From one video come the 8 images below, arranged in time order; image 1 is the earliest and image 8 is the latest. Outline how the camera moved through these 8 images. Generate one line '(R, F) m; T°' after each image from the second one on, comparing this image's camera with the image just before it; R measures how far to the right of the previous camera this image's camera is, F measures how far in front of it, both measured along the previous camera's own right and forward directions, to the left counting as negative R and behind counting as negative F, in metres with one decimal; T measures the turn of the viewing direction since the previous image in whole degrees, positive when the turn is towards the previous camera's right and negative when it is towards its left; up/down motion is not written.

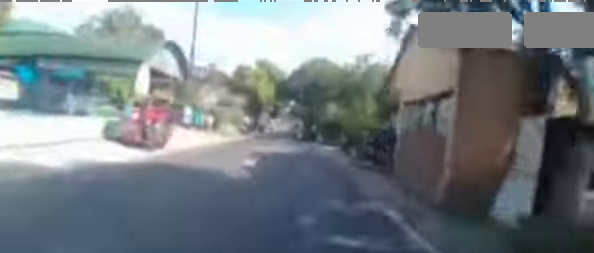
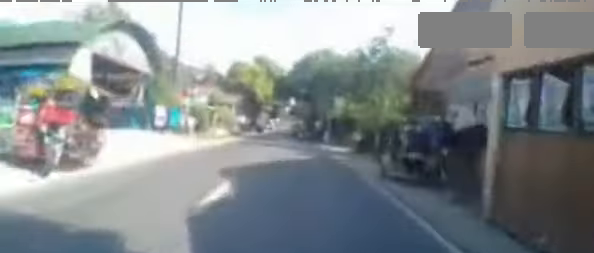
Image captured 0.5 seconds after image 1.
(+0.1, +4.3) m; +1°
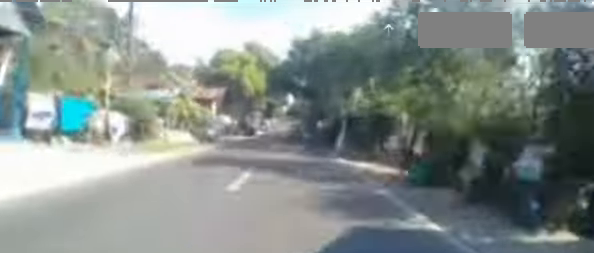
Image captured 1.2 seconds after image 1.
(0.0, +6.9) m; 0°
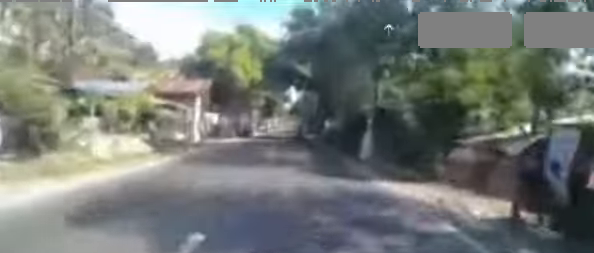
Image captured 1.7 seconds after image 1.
(0.0, +5.3) m; 0°
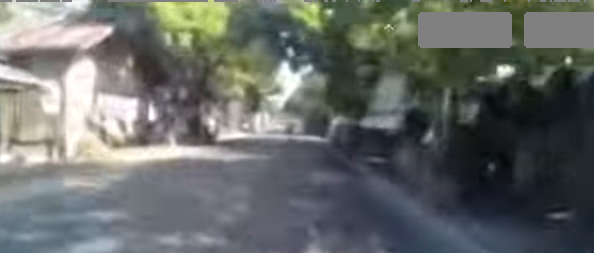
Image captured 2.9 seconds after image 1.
(0.0, +11.6) m; 0°
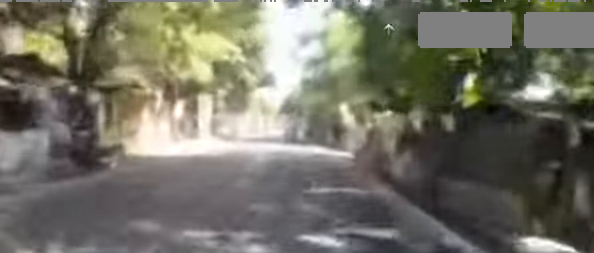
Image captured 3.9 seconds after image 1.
(0.0, +10.0) m; -1°
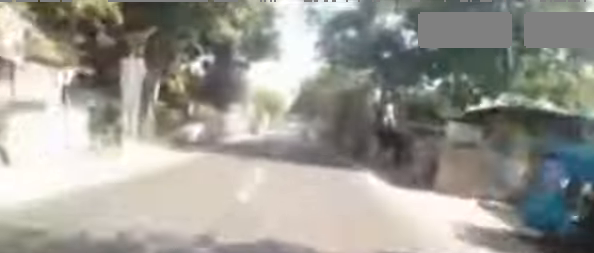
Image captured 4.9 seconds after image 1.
(-0.2, +10.5) m; -2°
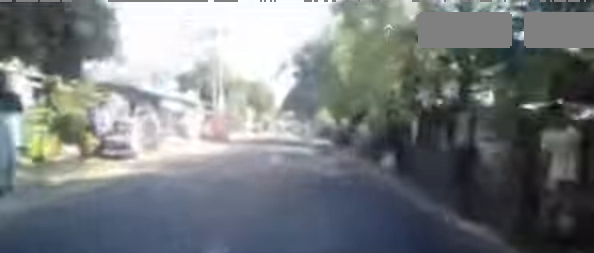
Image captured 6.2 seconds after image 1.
(0.0, +13.6) m; +2°
